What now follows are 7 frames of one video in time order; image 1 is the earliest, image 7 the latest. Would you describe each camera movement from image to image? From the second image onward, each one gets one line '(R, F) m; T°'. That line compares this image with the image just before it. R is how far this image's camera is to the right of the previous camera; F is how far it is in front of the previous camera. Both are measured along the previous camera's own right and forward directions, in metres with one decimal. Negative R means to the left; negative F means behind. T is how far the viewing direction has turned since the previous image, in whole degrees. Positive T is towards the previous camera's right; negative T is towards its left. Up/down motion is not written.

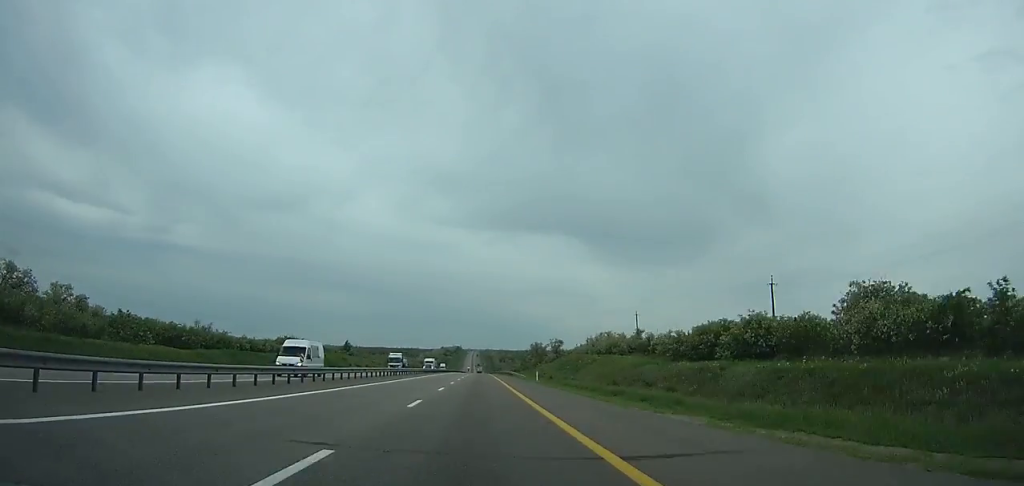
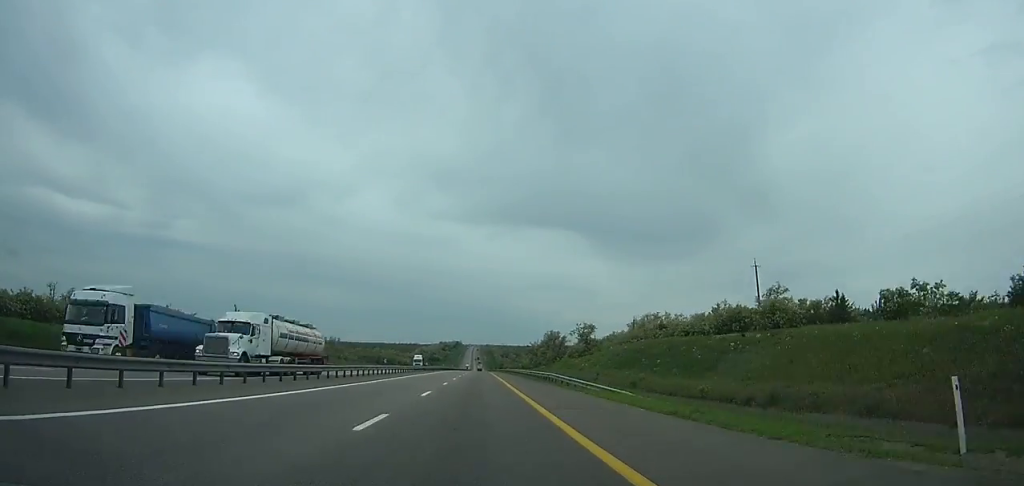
(0.0, +55.6) m; 0°
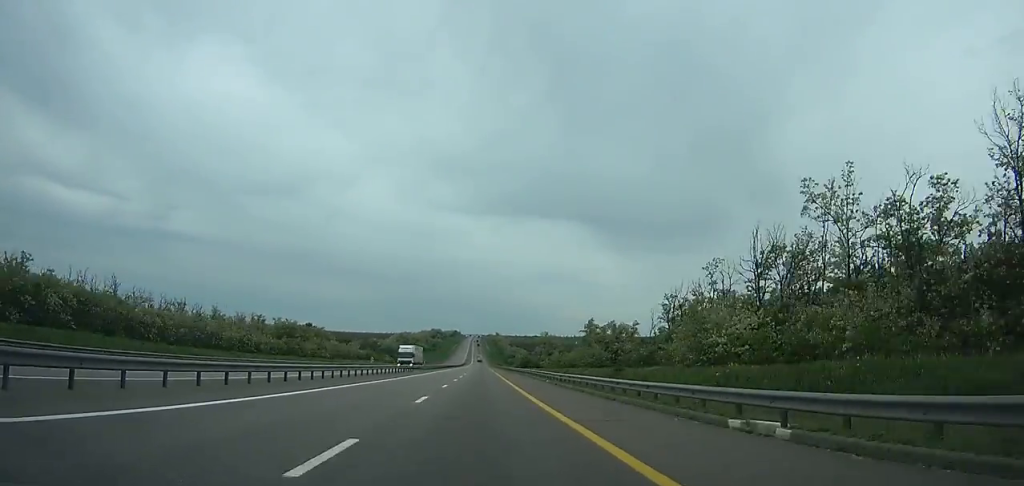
(+1.0, +205.2) m; 0°
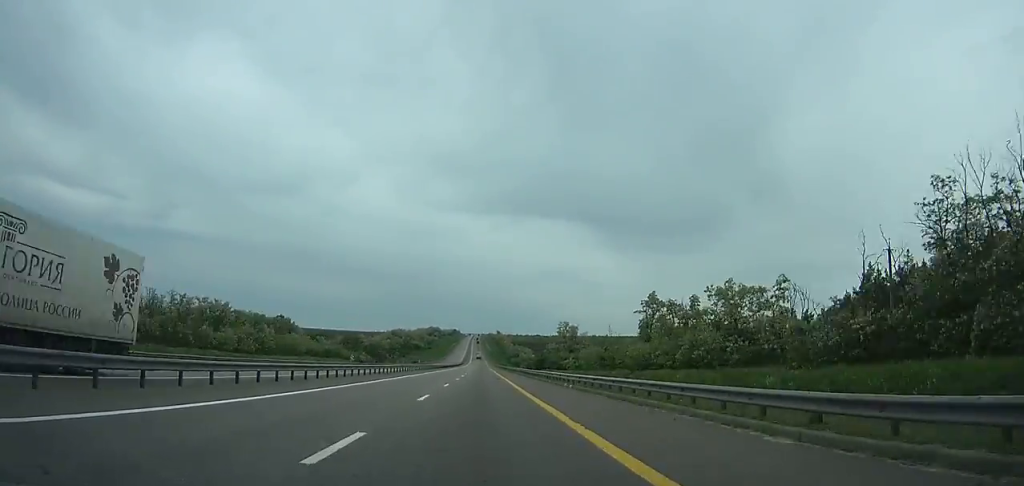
(0.0, +49.2) m; 0°
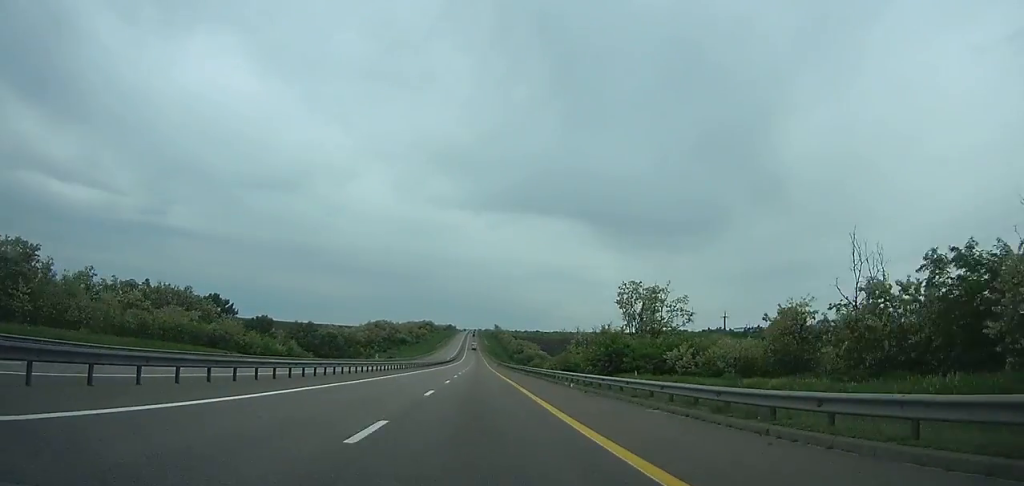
(-0.1, +70.7) m; 0°
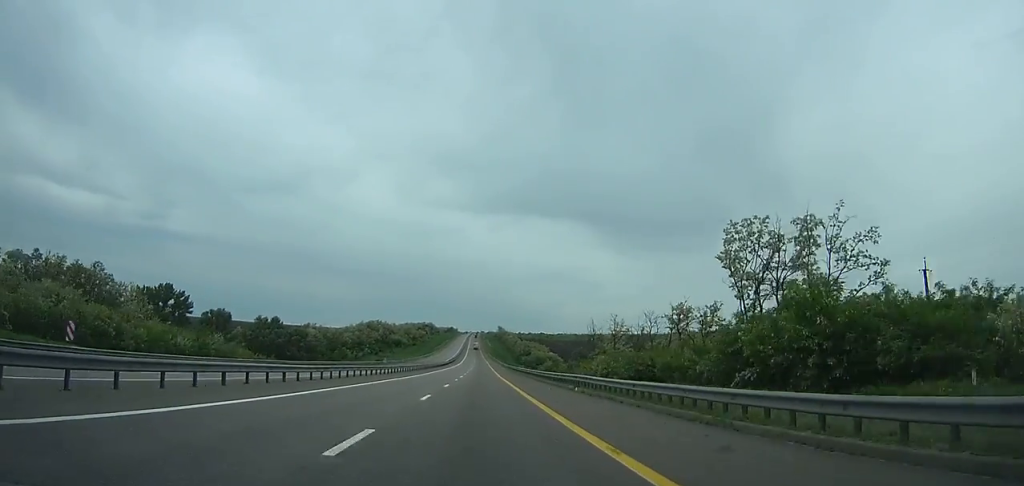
(0.0, +36.3) m; 0°
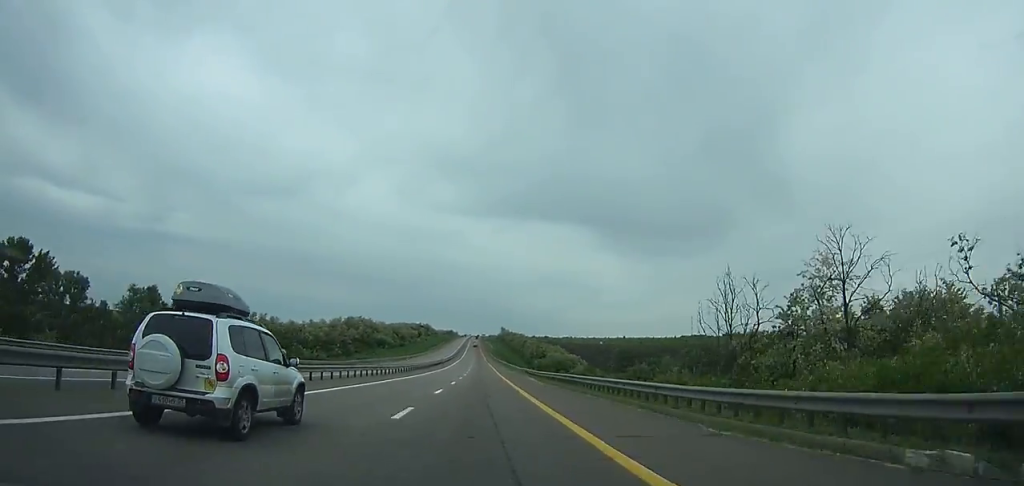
(0.0, +63.4) m; 0°
